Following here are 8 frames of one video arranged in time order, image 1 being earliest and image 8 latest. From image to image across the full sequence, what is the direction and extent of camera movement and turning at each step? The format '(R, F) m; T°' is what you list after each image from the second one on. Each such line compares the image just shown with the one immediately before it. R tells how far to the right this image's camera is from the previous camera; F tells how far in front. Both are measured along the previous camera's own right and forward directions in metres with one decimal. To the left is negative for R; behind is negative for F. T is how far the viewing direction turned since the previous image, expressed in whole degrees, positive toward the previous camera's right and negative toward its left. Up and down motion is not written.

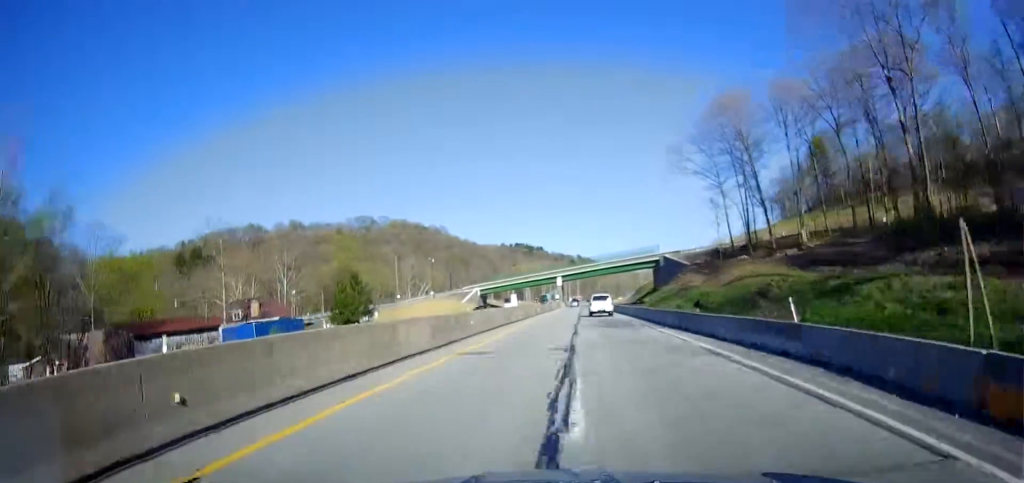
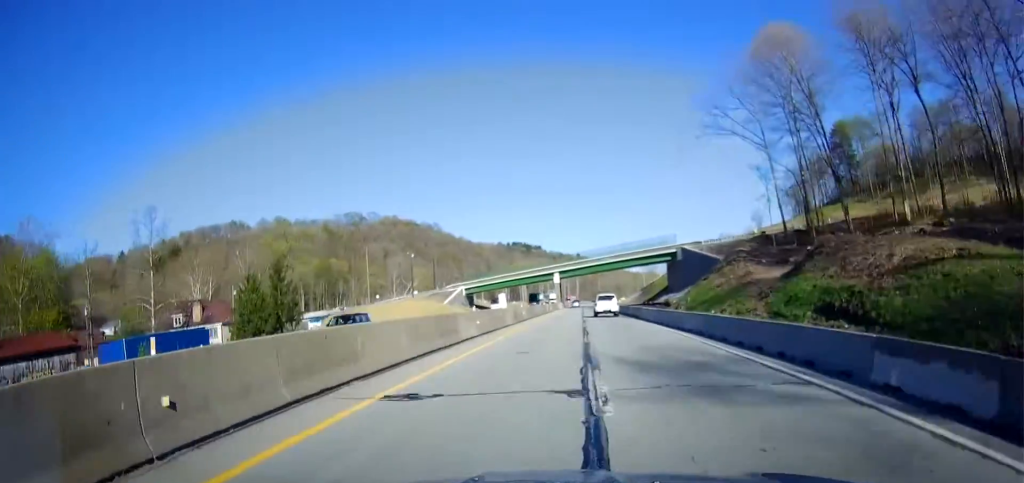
(-0.2, +22.4) m; 0°
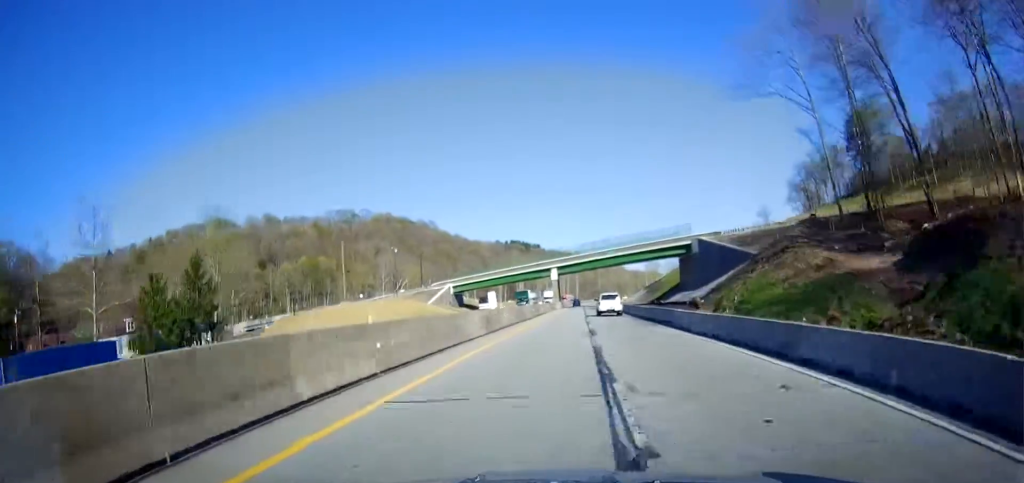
(-0.3, +14.6) m; 0°
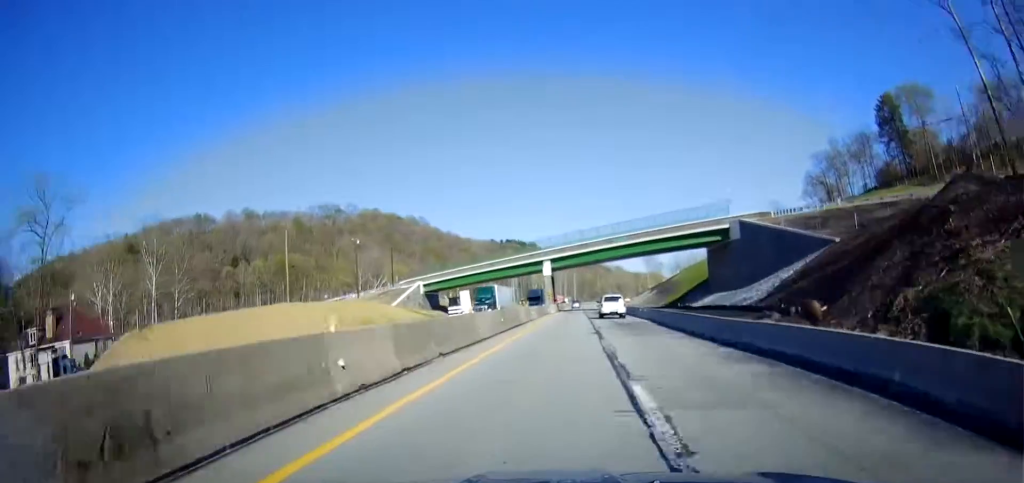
(+0.2, +24.9) m; 0°
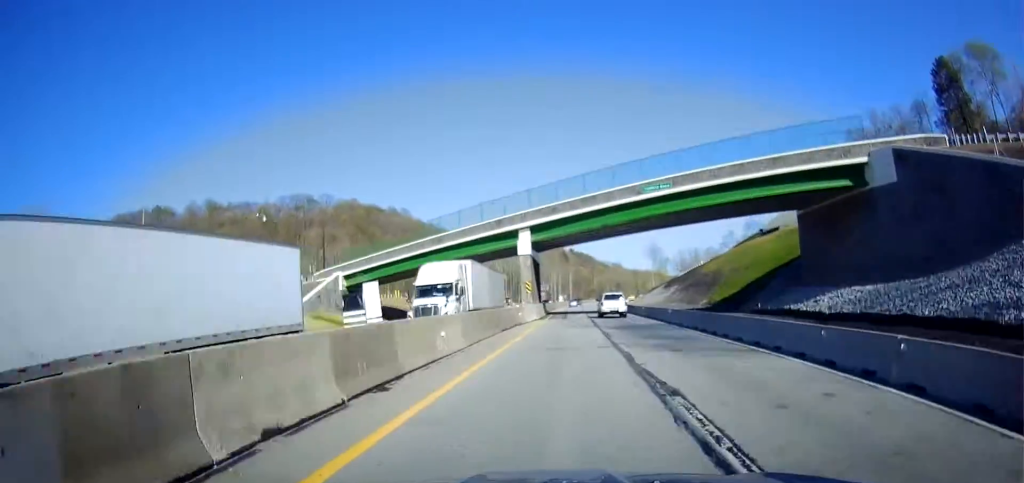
(+0.2, +37.5) m; 0°
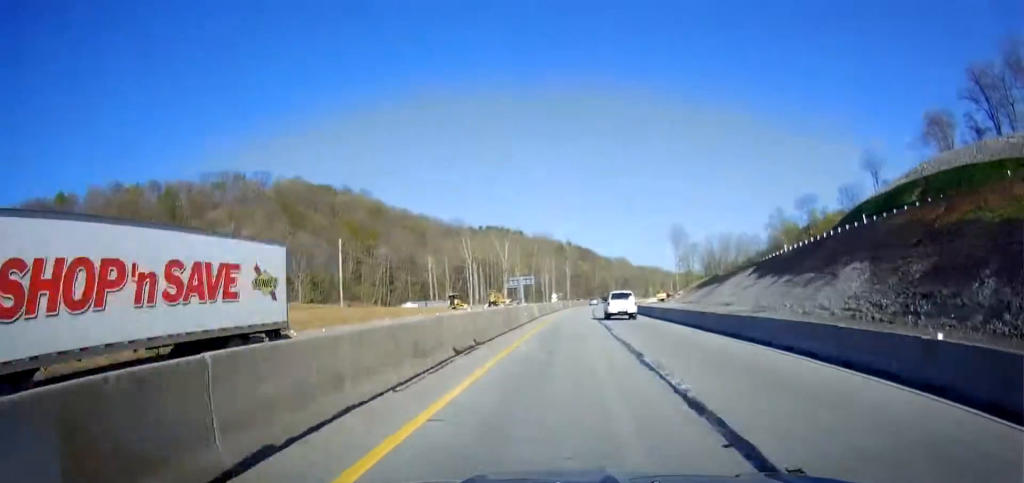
(+1.5, +81.0) m; +1°
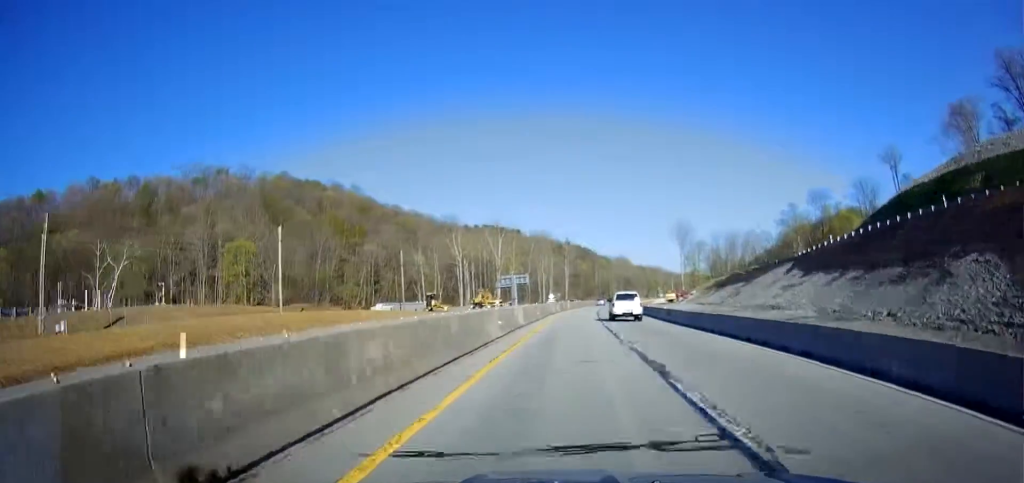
(-0.2, +15.6) m; 0°
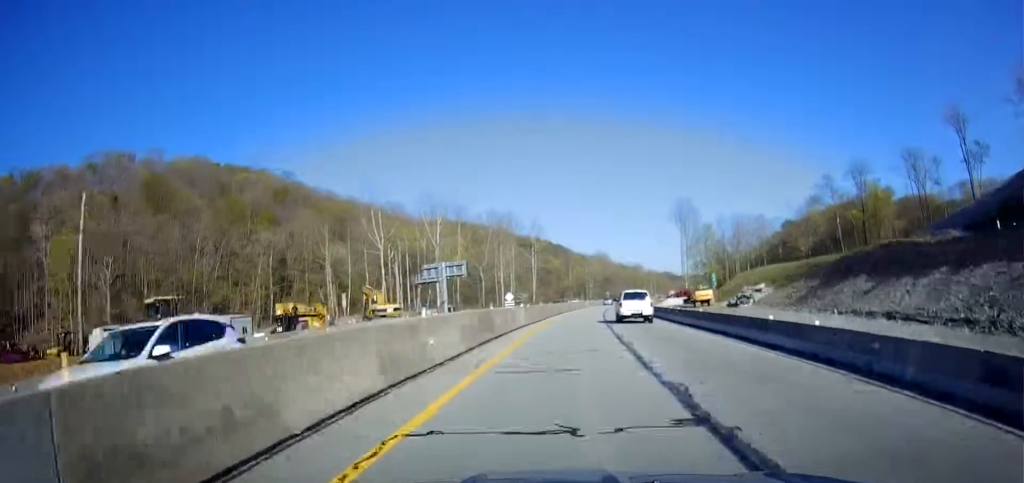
(+0.6, +55.9) m; +2°
